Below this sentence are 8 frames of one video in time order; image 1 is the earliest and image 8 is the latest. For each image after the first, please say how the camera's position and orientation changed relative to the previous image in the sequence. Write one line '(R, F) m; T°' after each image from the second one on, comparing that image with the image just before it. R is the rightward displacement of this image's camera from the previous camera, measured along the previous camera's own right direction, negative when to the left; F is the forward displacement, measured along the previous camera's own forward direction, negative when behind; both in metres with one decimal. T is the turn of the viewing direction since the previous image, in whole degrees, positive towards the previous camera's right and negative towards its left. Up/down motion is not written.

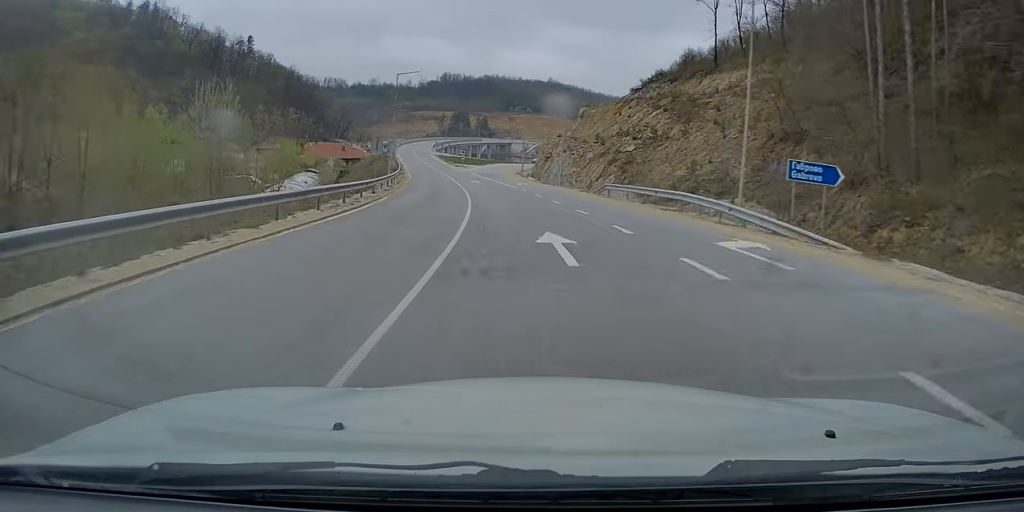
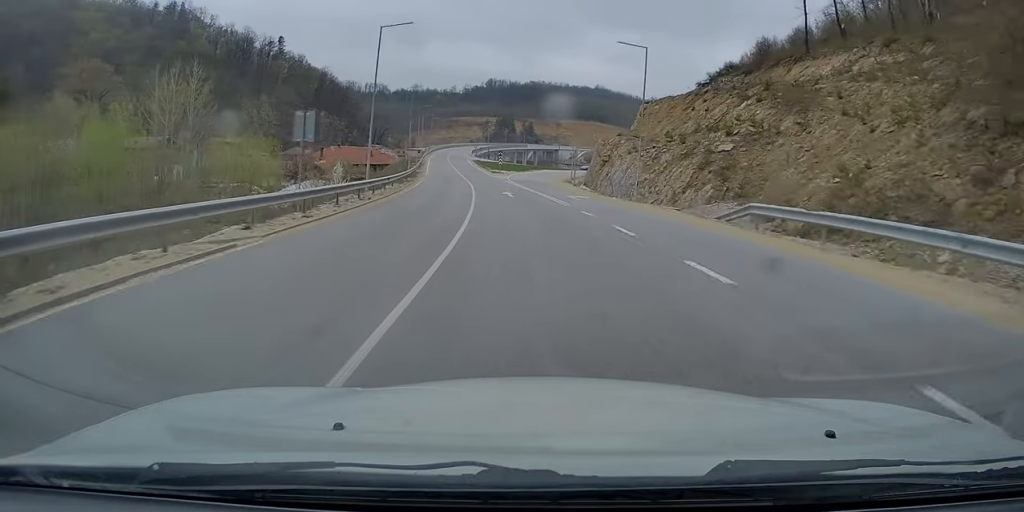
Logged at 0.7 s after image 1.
(-0.3, +18.4) m; -3°
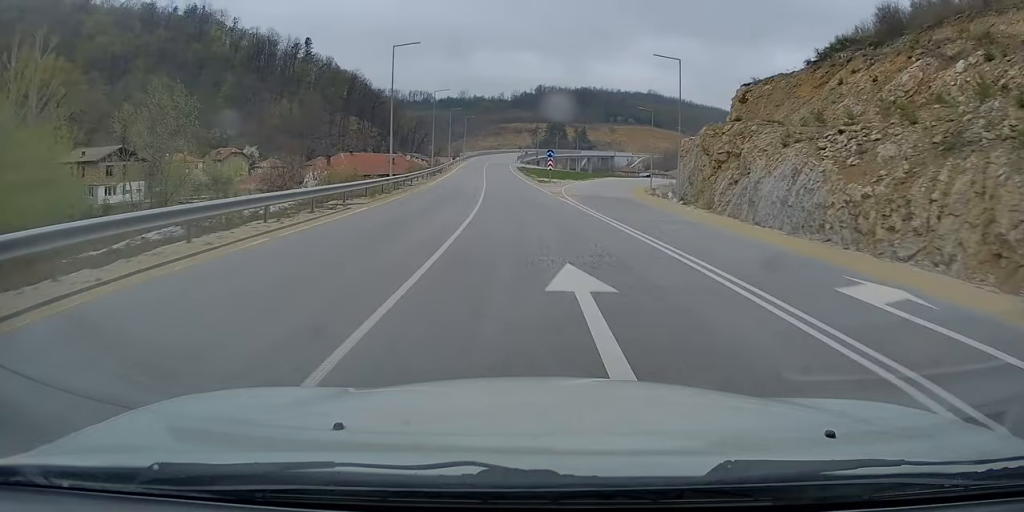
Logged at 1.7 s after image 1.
(-1.0, +27.7) m; -4°
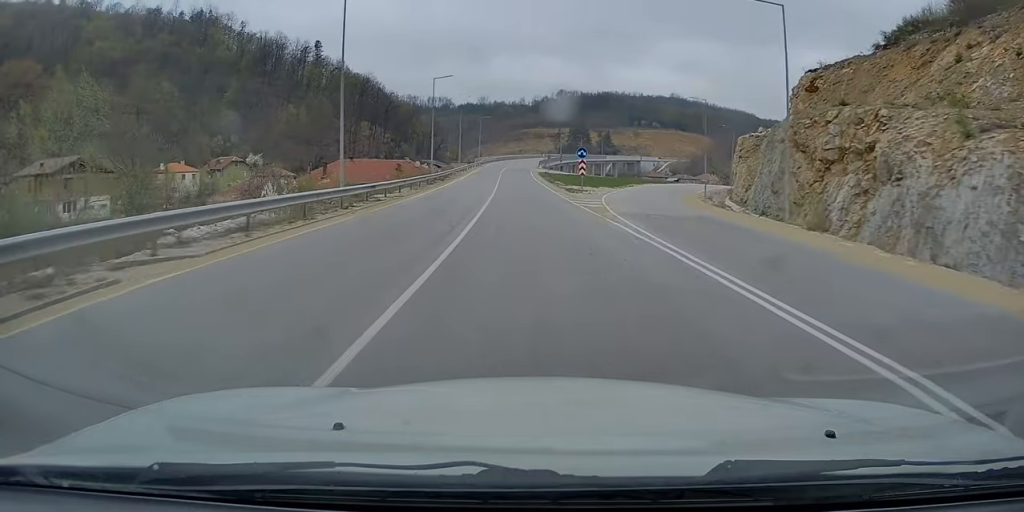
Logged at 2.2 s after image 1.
(-0.4, +13.7) m; -2°
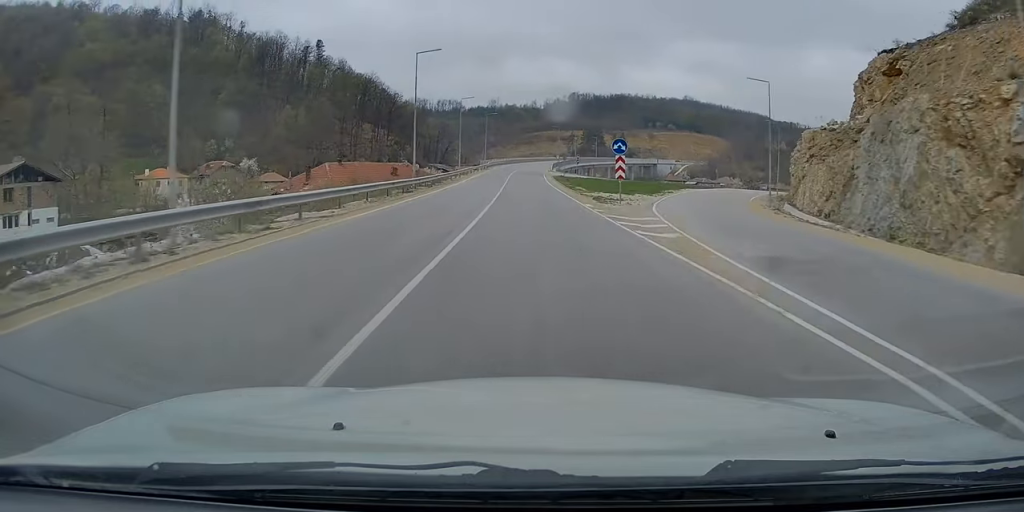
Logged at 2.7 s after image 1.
(-0.1, +12.8) m; -2°
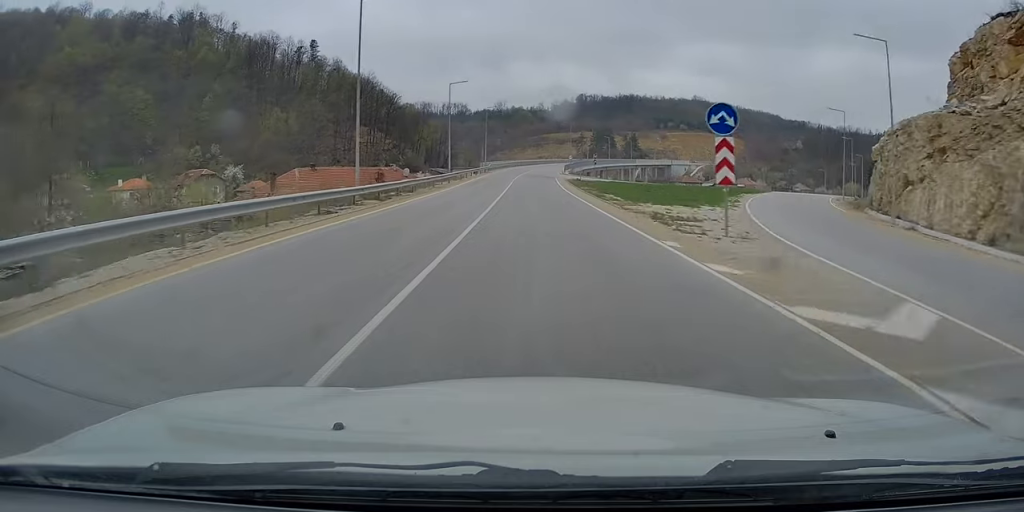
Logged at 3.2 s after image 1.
(-0.3, +14.8) m; -1°
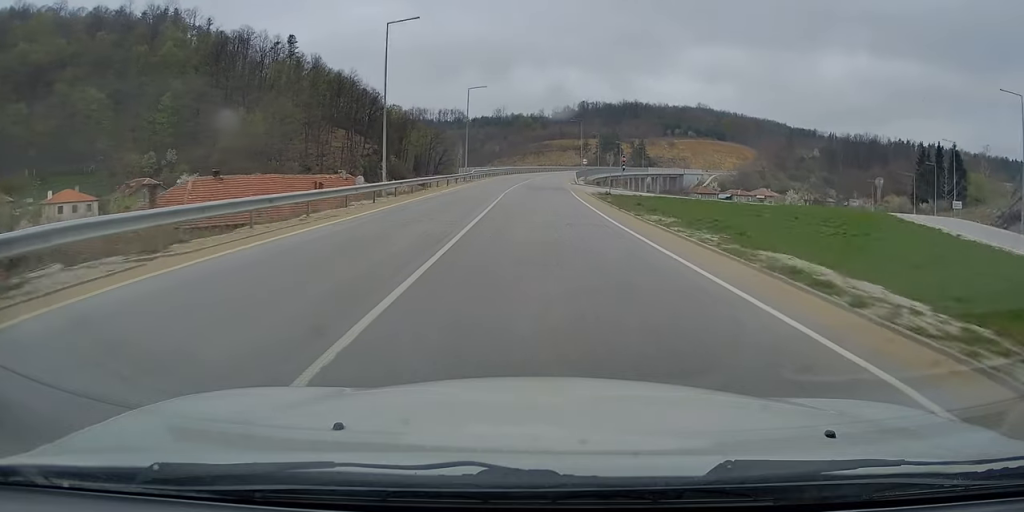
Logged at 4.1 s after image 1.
(-0.5, +25.1) m; -1°
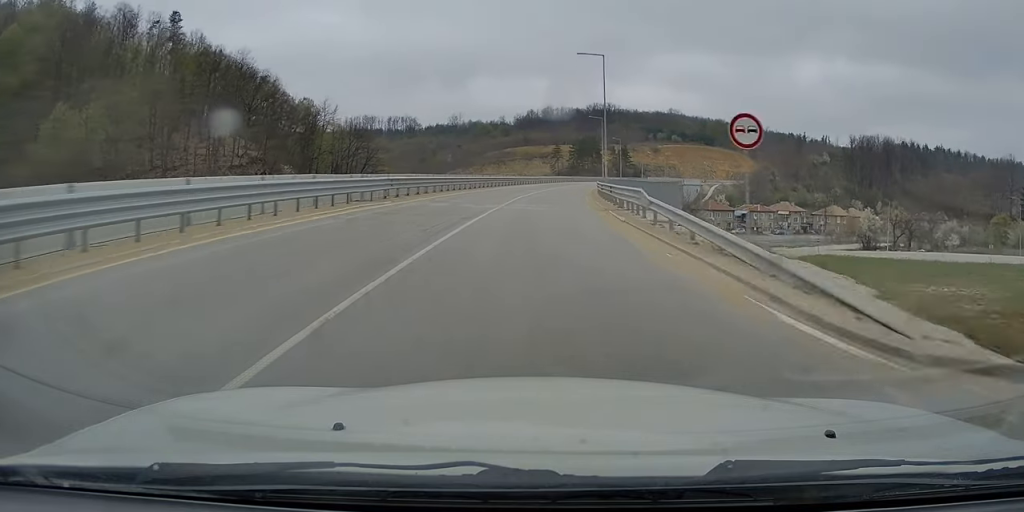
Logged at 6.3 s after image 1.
(+1.3, +59.2) m; +4°
